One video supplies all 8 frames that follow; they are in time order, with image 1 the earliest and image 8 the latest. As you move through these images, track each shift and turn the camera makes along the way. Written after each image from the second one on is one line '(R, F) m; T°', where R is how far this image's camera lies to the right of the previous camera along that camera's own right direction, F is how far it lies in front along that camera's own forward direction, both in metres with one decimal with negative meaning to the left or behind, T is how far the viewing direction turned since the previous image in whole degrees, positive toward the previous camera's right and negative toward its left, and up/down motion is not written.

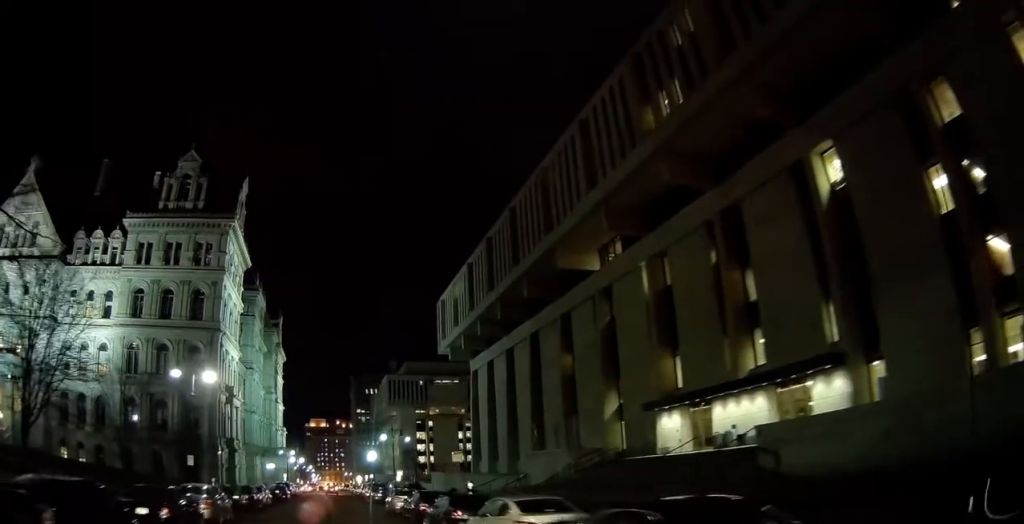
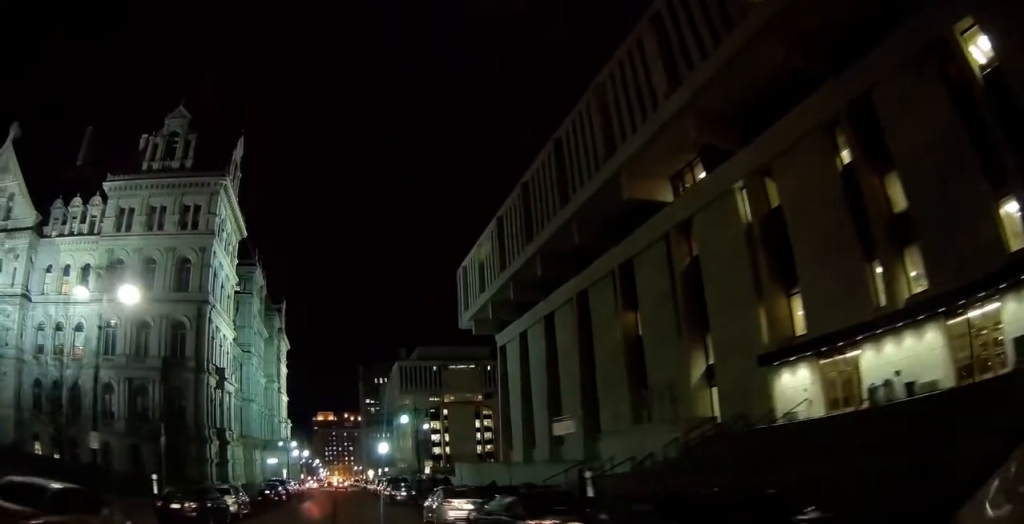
(+0.3, +12.4) m; 0°
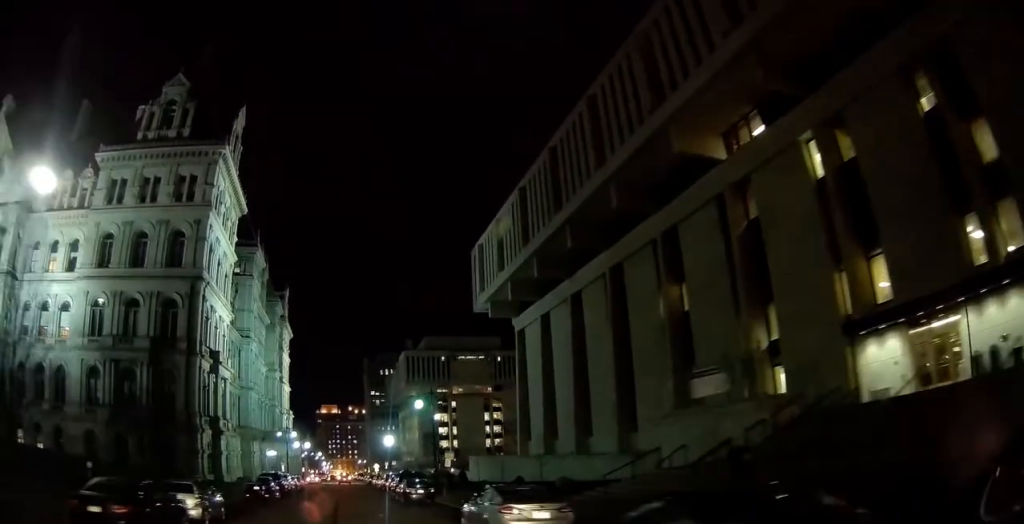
(-0.1, +6.3) m; 0°
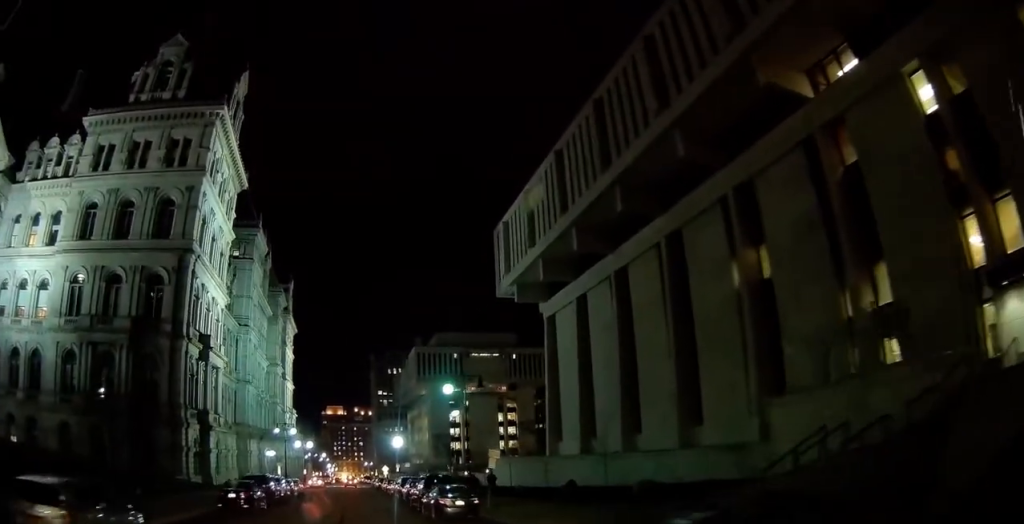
(0.0, +9.0) m; +1°
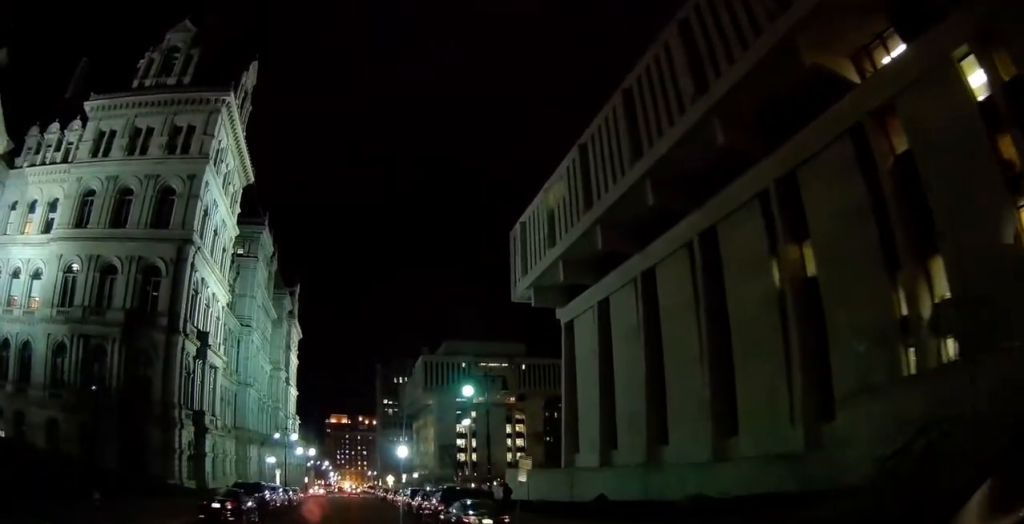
(+0.2, +3.7) m; -1°
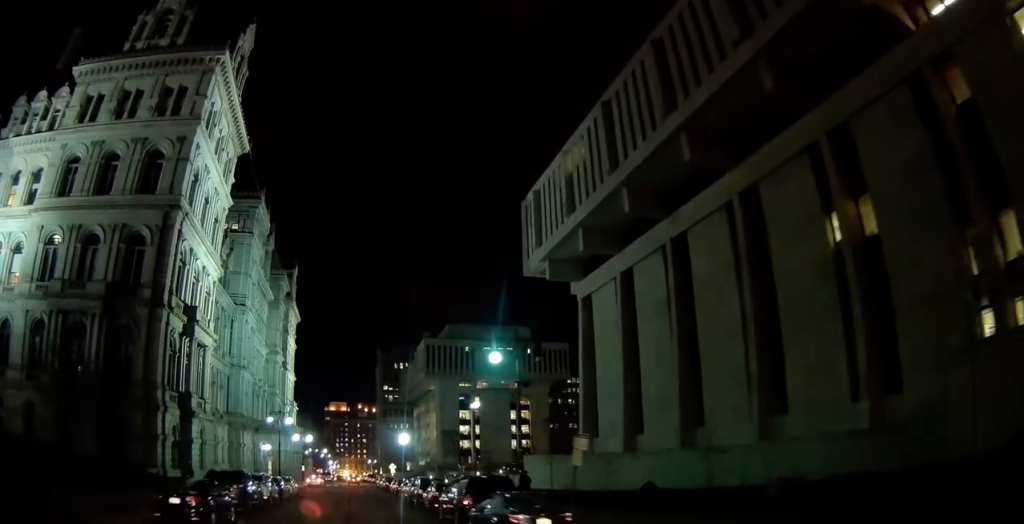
(-0.1, +5.2) m; -2°
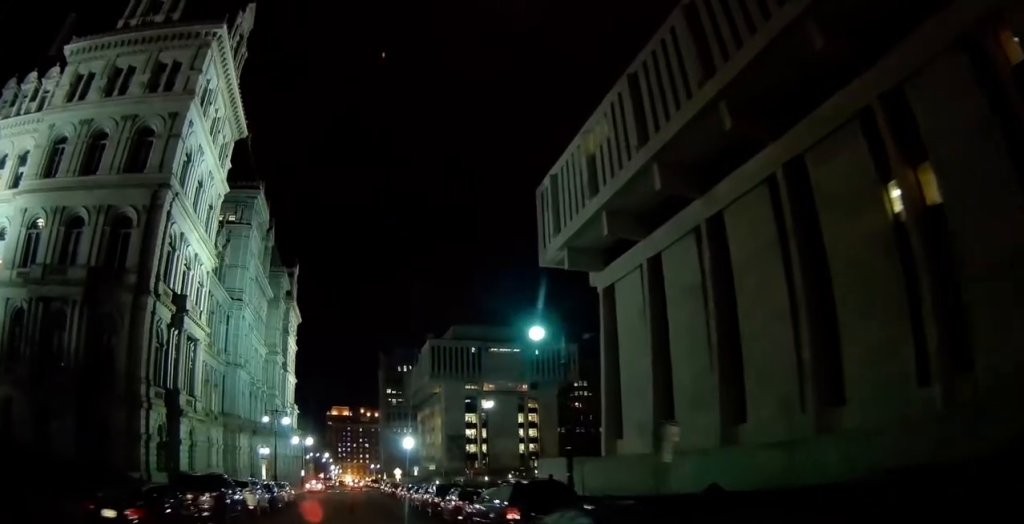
(-0.2, +4.5) m; -3°
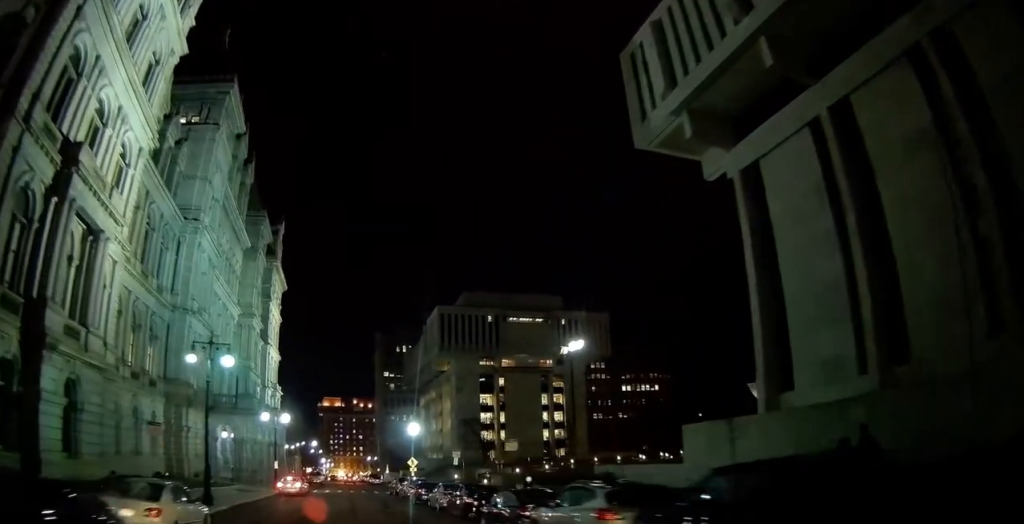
(+0.1, +23.3) m; 0°
